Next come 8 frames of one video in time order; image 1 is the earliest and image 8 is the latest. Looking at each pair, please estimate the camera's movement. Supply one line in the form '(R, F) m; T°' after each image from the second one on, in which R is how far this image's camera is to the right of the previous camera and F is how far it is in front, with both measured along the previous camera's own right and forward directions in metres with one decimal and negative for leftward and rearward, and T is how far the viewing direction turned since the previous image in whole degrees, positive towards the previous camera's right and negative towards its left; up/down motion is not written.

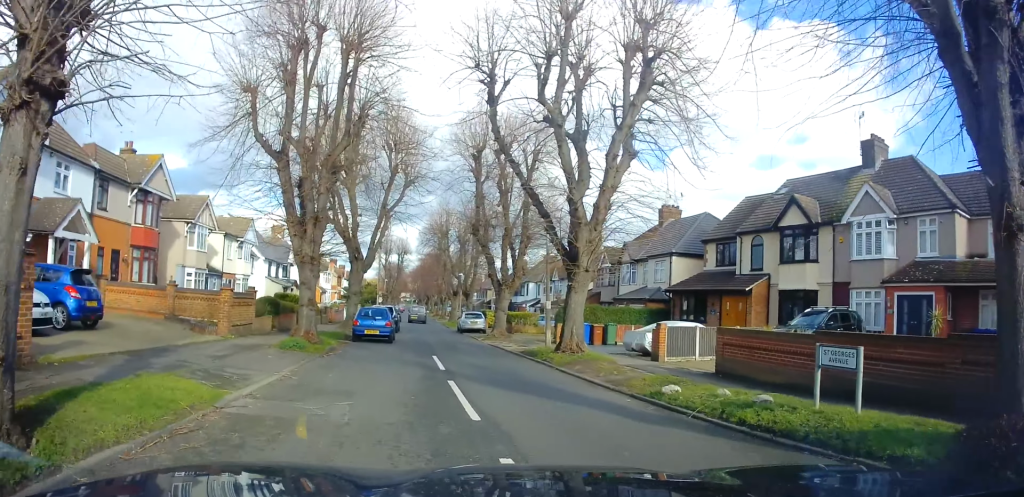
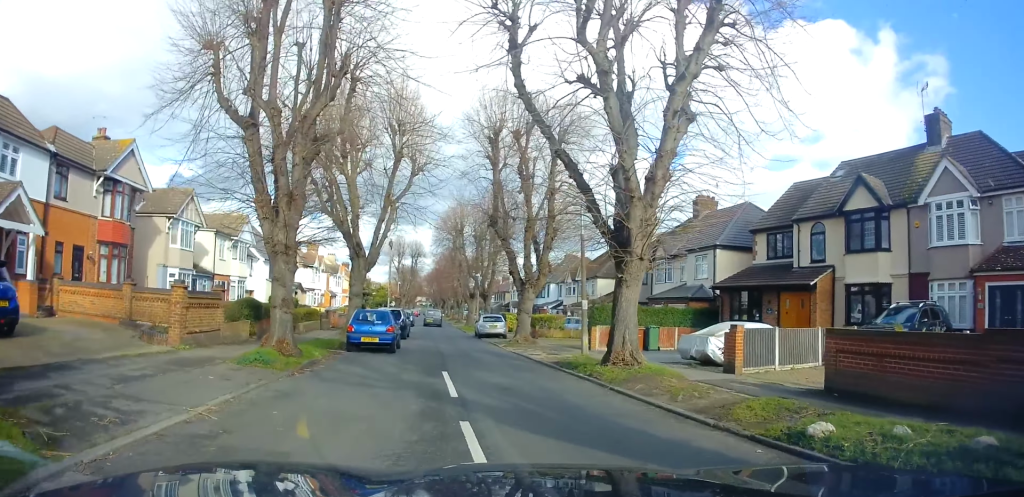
(-0.3, +4.4) m; -5°
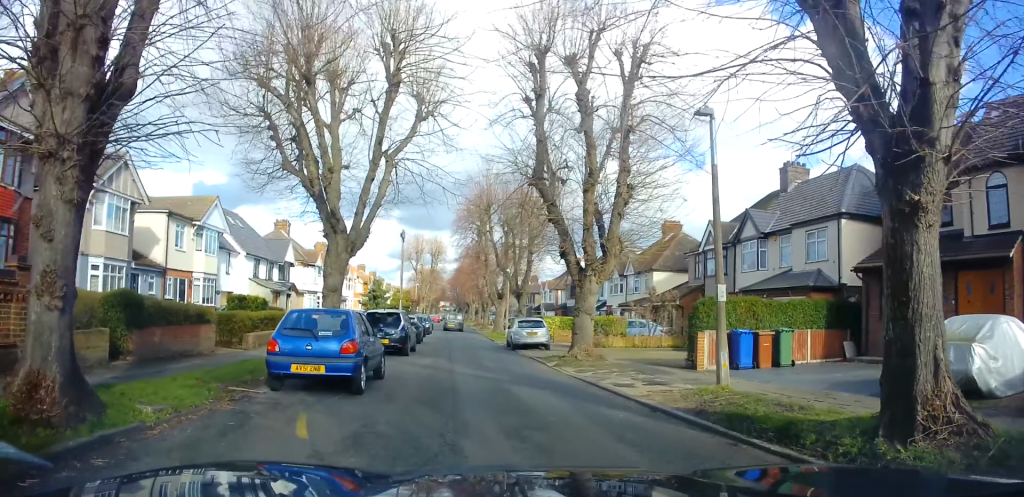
(-0.5, +8.7) m; -7°
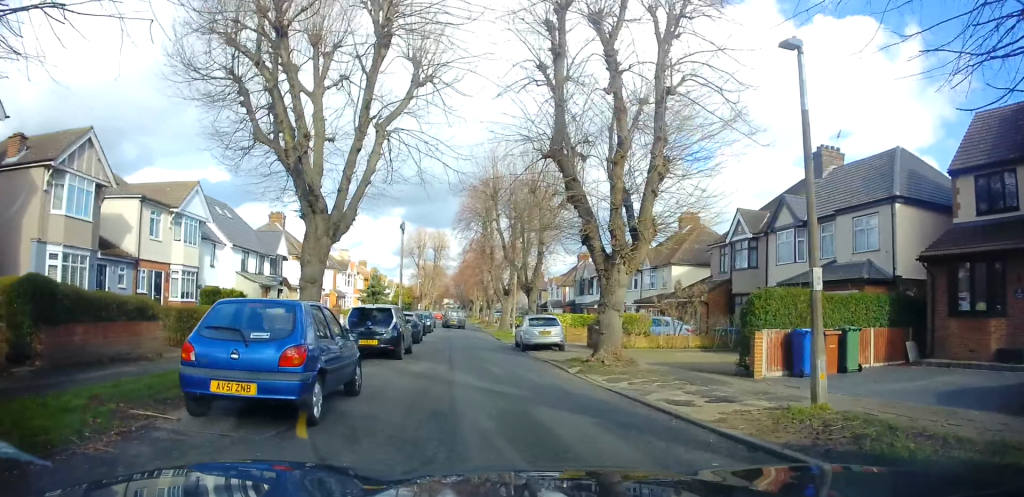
(0.0, +2.9) m; 0°
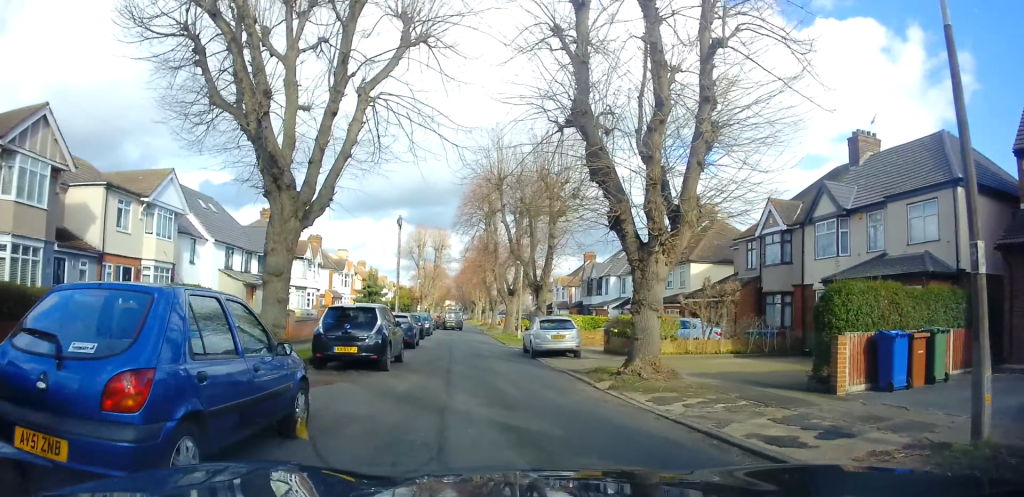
(0.0, +2.9) m; 0°
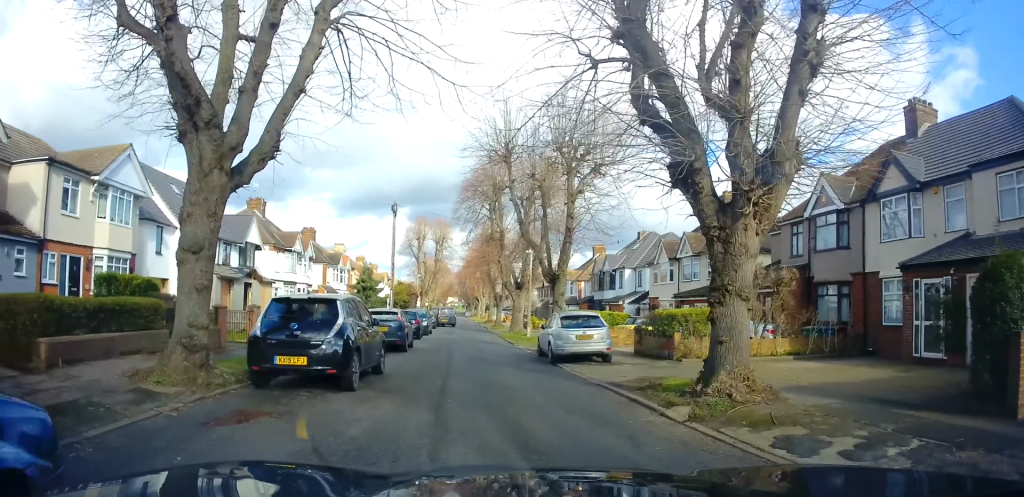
(0.0, +4.0) m; -1°
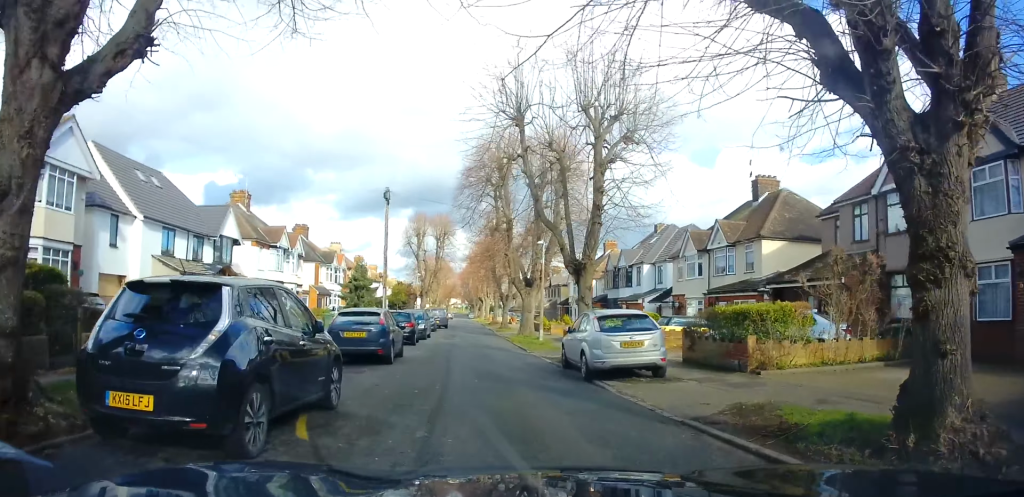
(0.0, +4.3) m; 0°
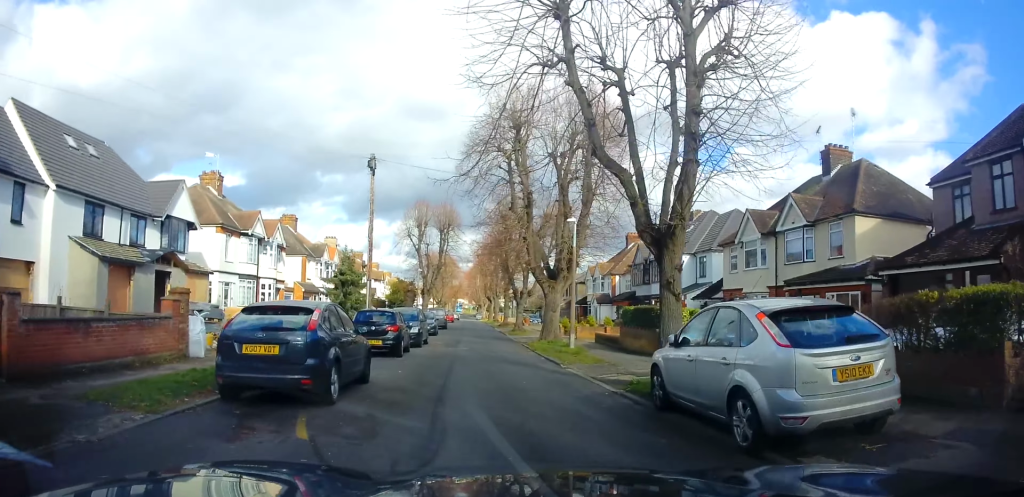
(+0.2, +6.6) m; +4°
